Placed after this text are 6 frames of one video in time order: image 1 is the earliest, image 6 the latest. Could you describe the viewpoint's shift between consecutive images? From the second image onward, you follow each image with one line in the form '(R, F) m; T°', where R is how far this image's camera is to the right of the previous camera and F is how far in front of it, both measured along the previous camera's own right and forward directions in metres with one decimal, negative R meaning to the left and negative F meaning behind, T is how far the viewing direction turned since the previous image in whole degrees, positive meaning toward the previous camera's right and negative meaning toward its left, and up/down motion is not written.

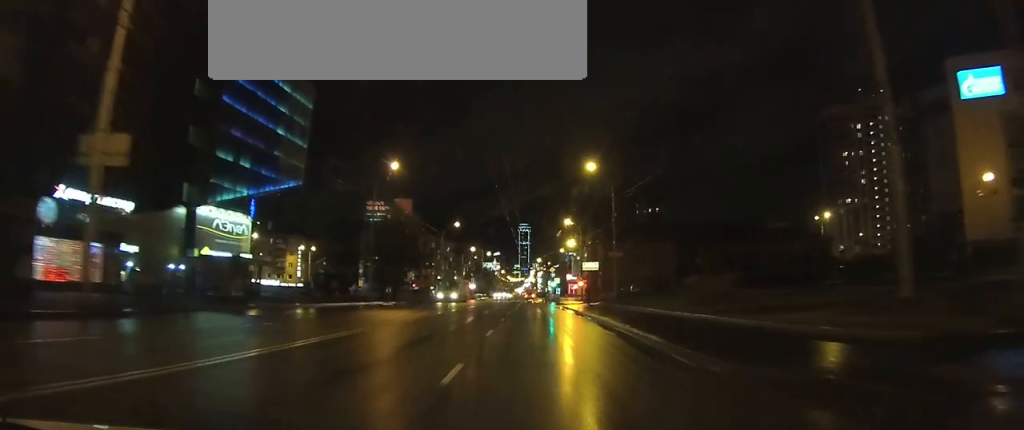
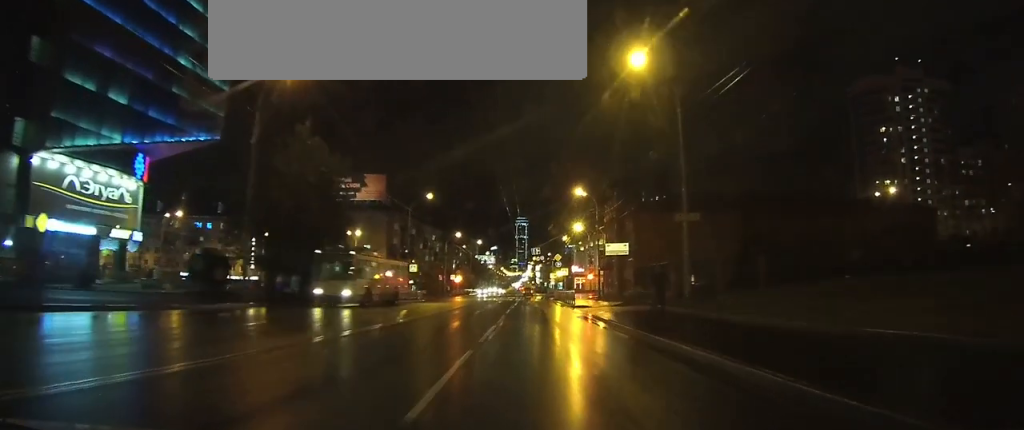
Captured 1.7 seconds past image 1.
(-0.2, +20.9) m; -1°
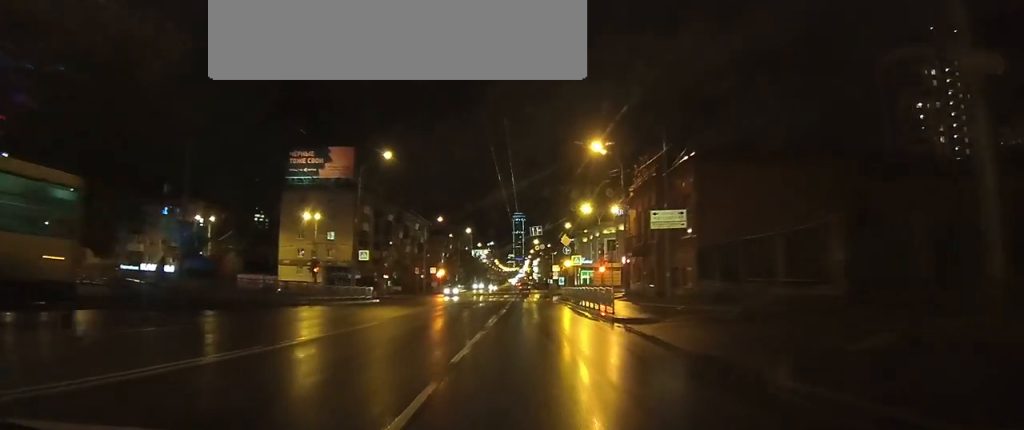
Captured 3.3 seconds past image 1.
(-0.1, +22.2) m; 0°
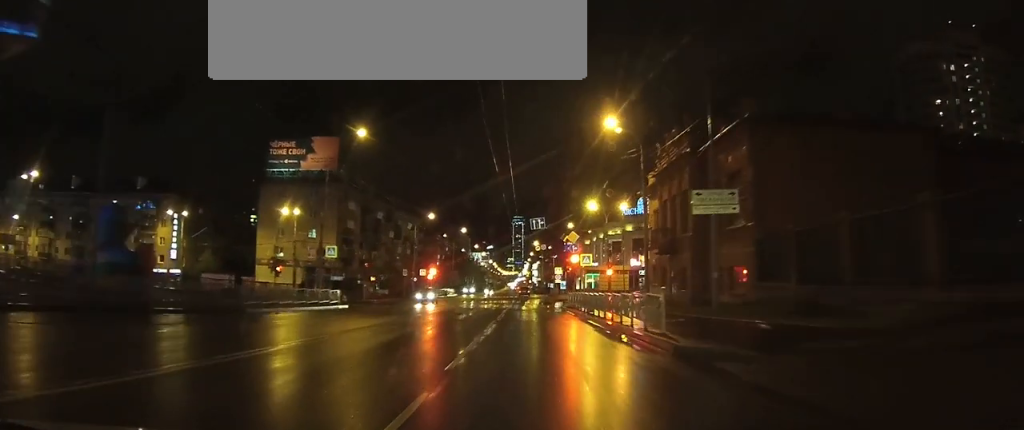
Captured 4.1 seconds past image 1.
(0.0, +9.4) m; 0°
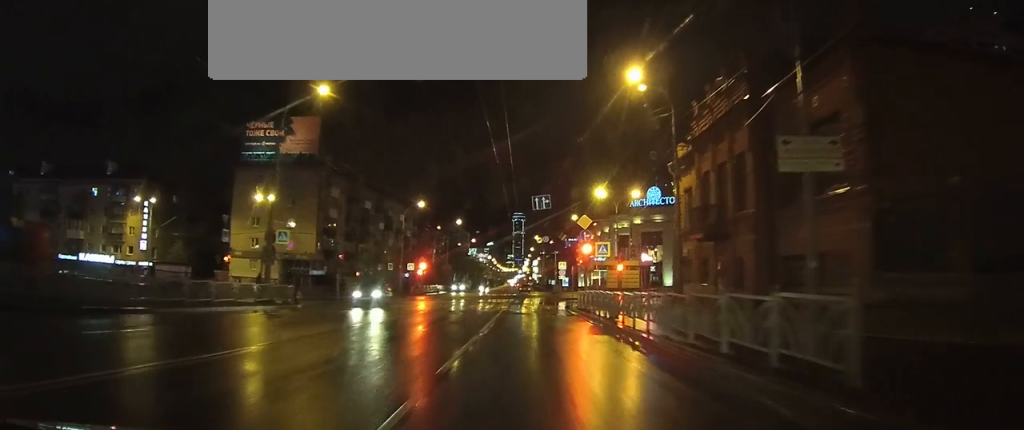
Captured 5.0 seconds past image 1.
(0.0, +9.3) m; 0°
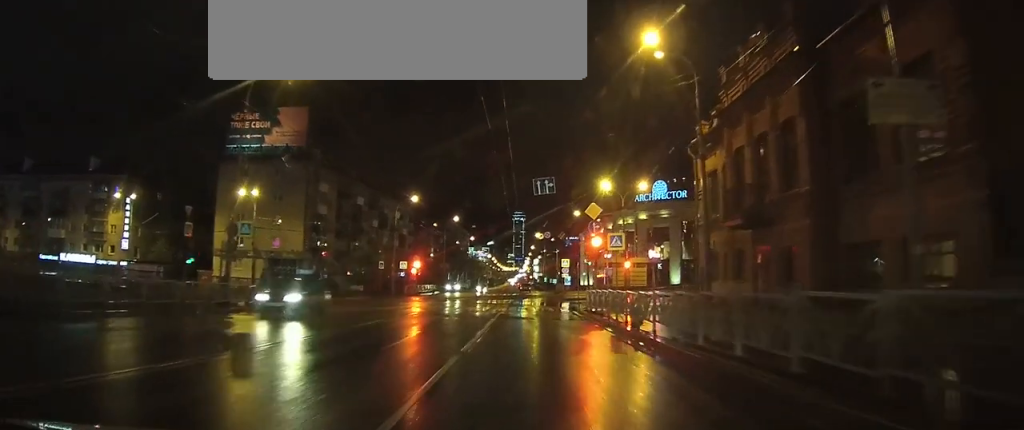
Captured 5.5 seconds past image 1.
(0.0, +5.1) m; -1°
